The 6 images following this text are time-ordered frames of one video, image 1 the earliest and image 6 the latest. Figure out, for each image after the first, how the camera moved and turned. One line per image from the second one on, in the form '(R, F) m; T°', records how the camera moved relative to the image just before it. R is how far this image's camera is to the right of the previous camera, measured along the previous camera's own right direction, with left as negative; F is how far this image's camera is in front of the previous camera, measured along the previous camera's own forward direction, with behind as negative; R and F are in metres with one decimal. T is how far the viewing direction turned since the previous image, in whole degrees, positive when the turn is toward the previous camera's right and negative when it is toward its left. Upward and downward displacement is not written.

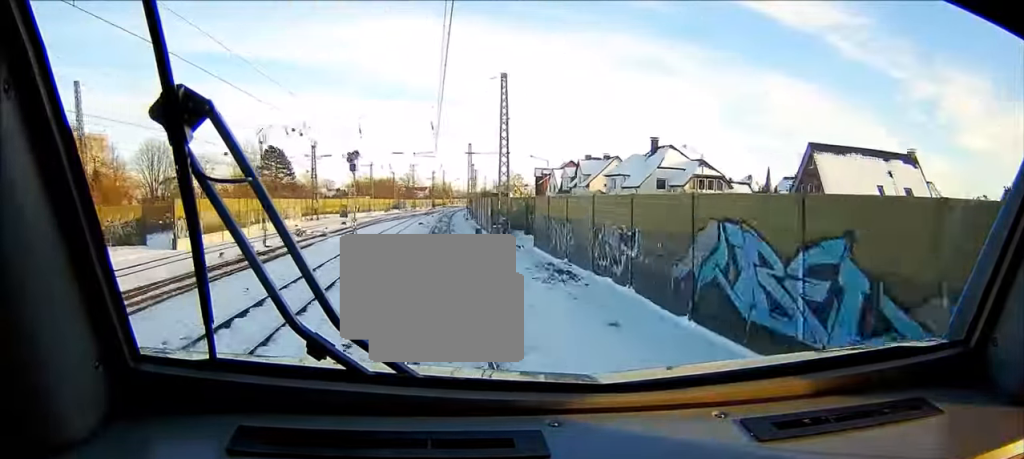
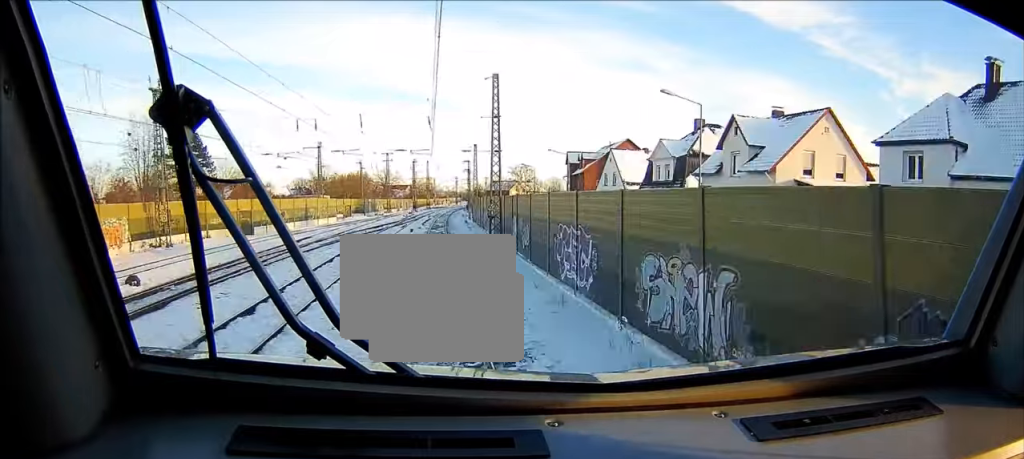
(+0.8, +55.6) m; +1°
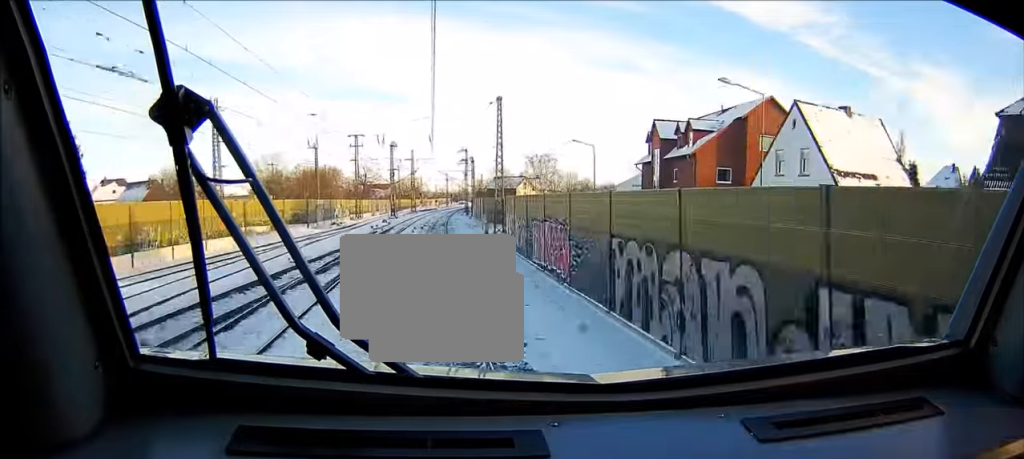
(+0.4, +46.5) m; +1°
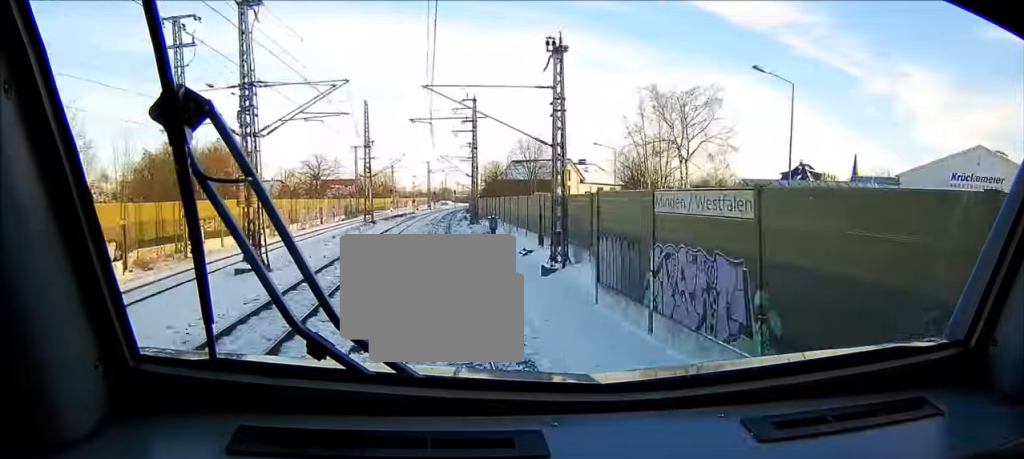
(+1.3, +76.6) m; +2°
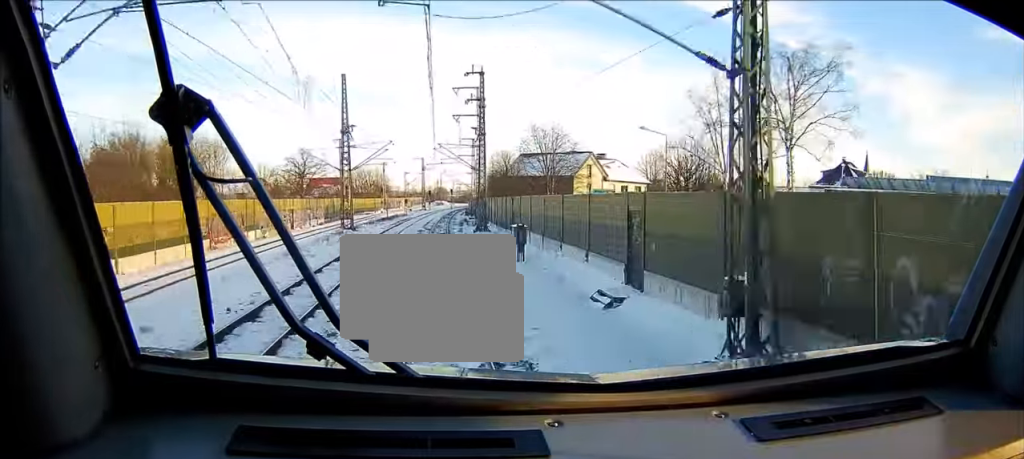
(-0.1, +16.2) m; 0°
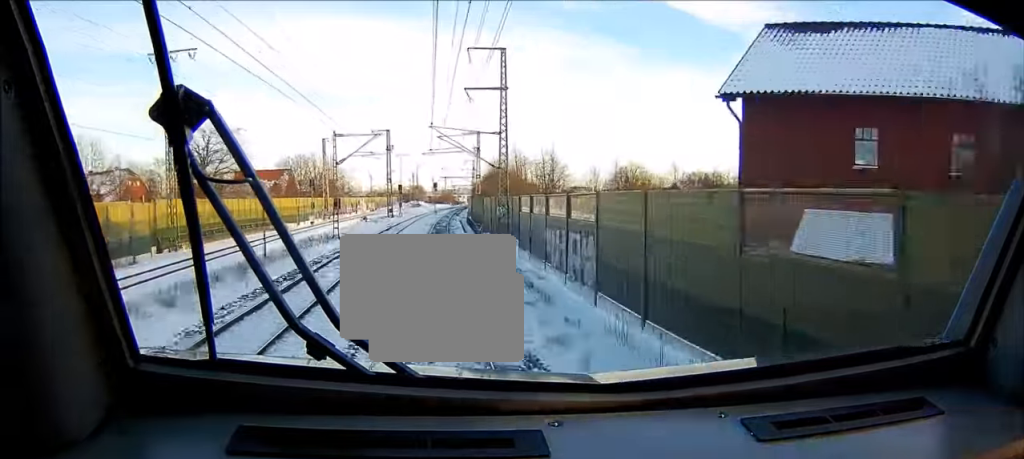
(+1.4, +73.7) m; +2°
